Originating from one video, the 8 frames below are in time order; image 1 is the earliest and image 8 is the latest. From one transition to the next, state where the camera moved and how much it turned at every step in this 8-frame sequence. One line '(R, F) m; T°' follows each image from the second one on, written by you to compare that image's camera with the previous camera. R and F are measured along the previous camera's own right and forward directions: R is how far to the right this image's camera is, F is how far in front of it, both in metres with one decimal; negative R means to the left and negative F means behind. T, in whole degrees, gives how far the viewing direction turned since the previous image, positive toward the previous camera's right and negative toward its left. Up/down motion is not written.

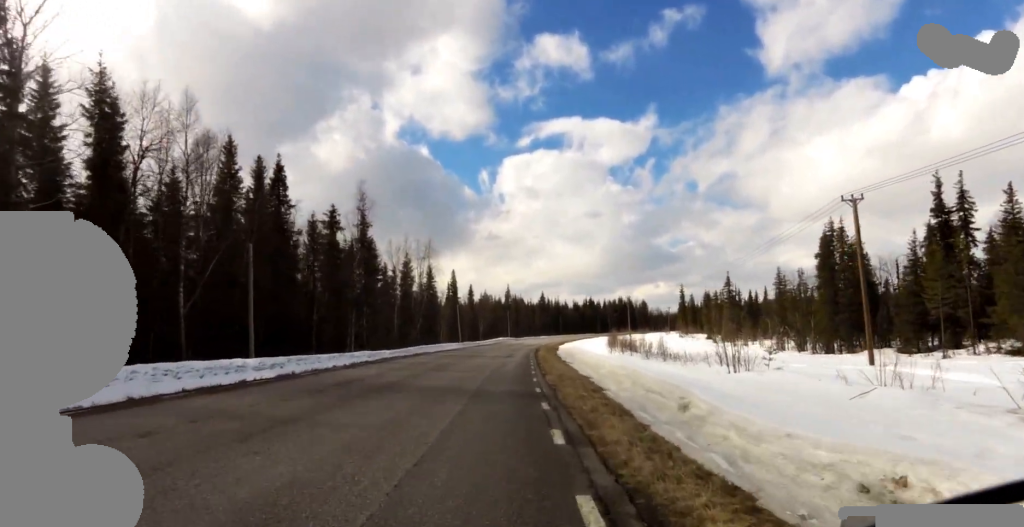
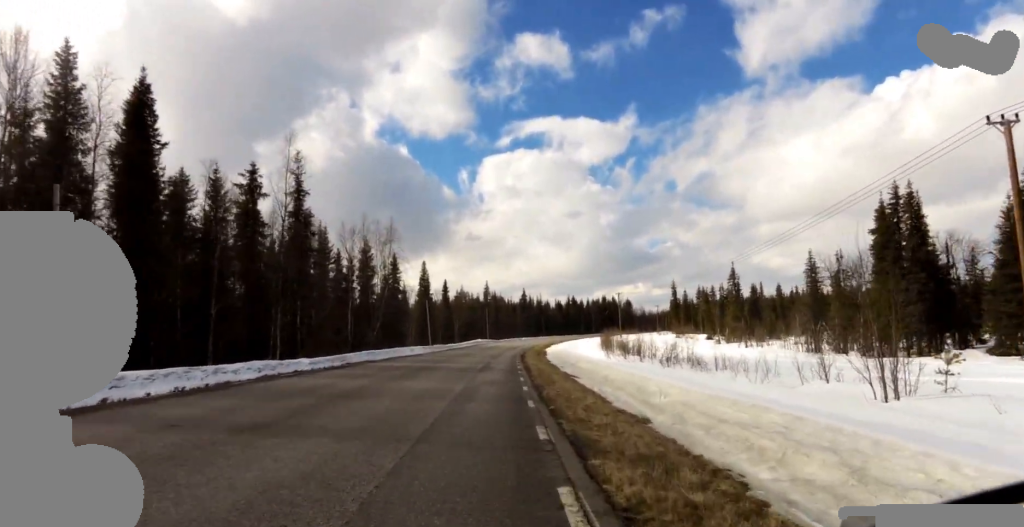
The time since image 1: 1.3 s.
(-0.6, +14.1) m; -2°
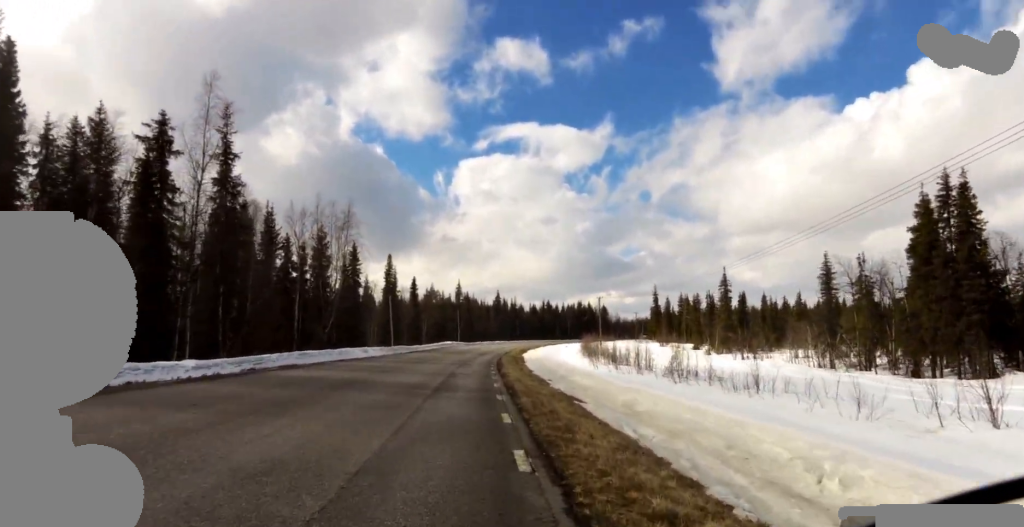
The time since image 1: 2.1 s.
(+0.2, +8.0) m; +4°
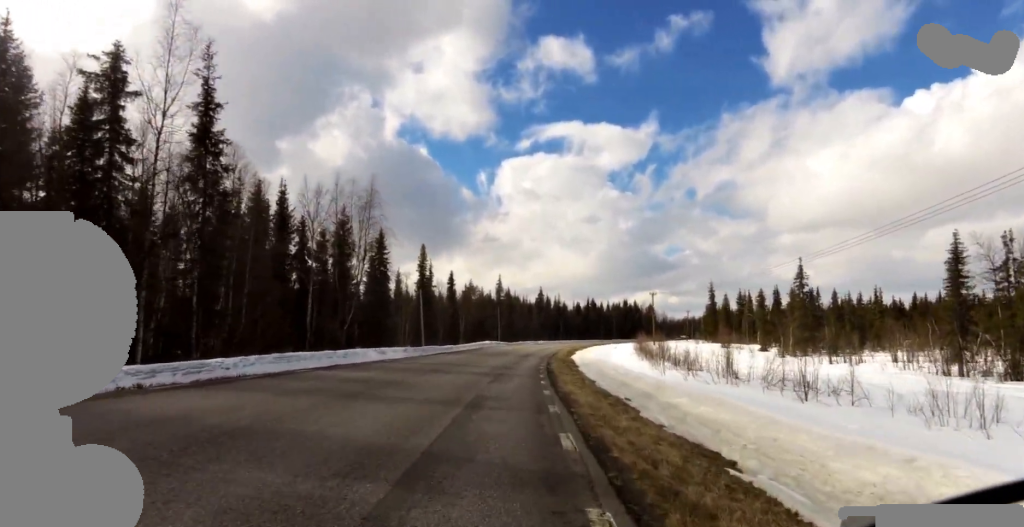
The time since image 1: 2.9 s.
(+0.6, +8.3) m; +1°
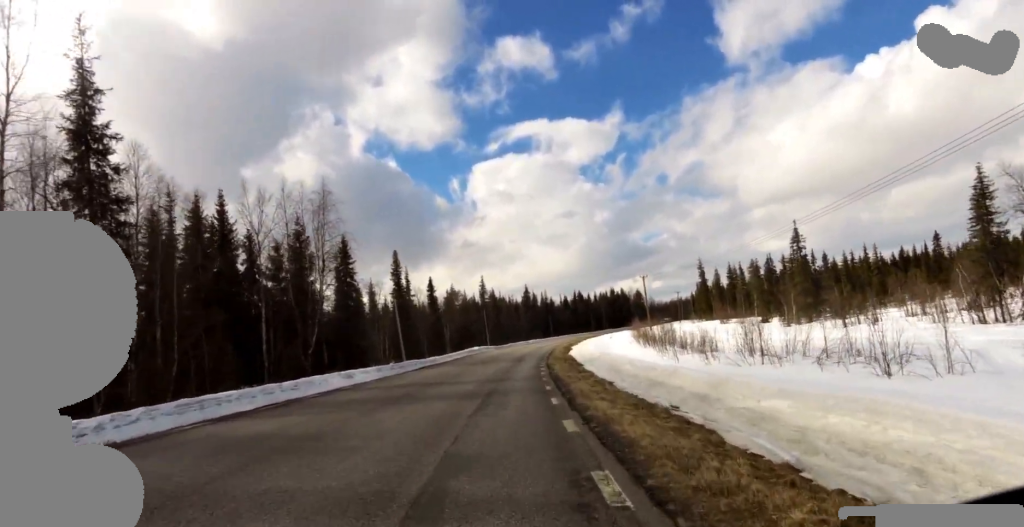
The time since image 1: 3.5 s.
(+0.2, +5.2) m; -5°
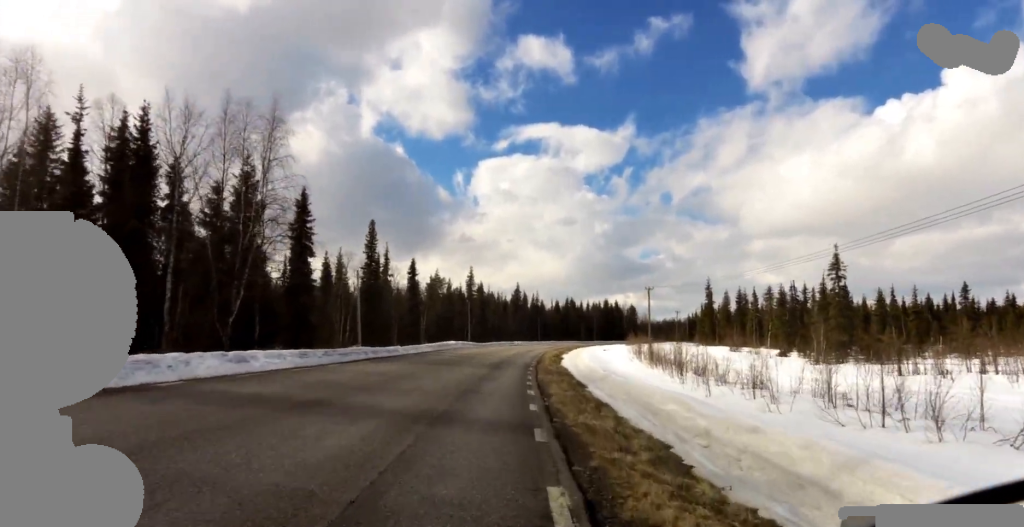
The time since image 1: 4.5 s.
(-1.2, +8.7) m; 0°
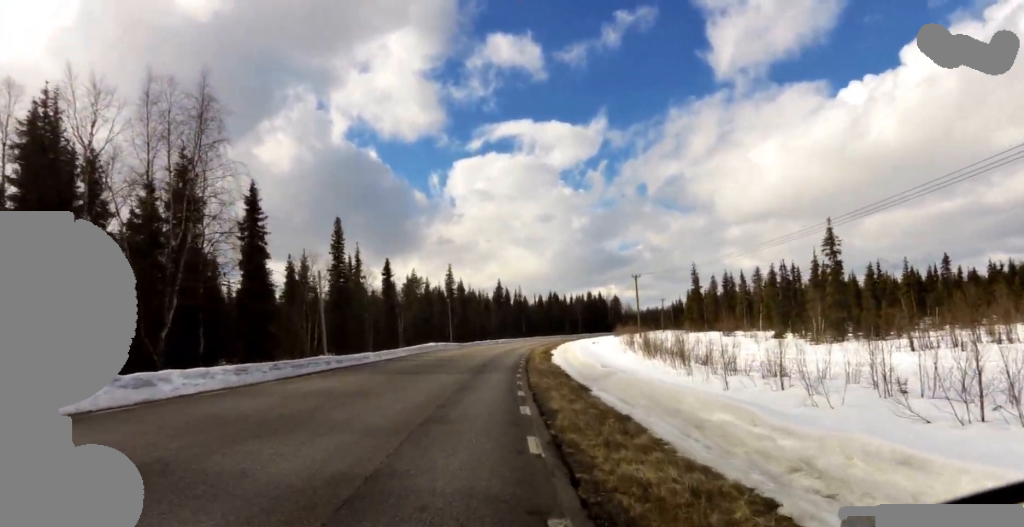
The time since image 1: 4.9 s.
(+0.3, +3.8) m; +3°
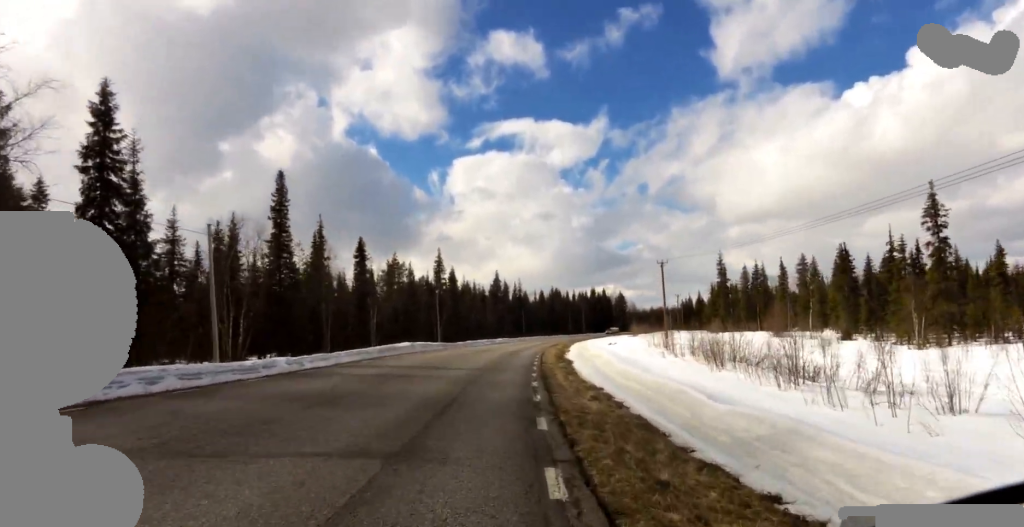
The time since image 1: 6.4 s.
(+1.4, +13.3) m; +6°
